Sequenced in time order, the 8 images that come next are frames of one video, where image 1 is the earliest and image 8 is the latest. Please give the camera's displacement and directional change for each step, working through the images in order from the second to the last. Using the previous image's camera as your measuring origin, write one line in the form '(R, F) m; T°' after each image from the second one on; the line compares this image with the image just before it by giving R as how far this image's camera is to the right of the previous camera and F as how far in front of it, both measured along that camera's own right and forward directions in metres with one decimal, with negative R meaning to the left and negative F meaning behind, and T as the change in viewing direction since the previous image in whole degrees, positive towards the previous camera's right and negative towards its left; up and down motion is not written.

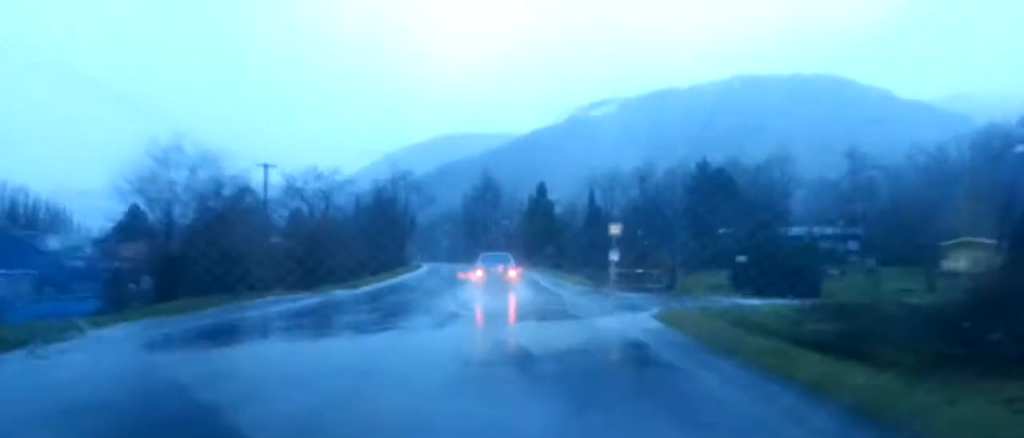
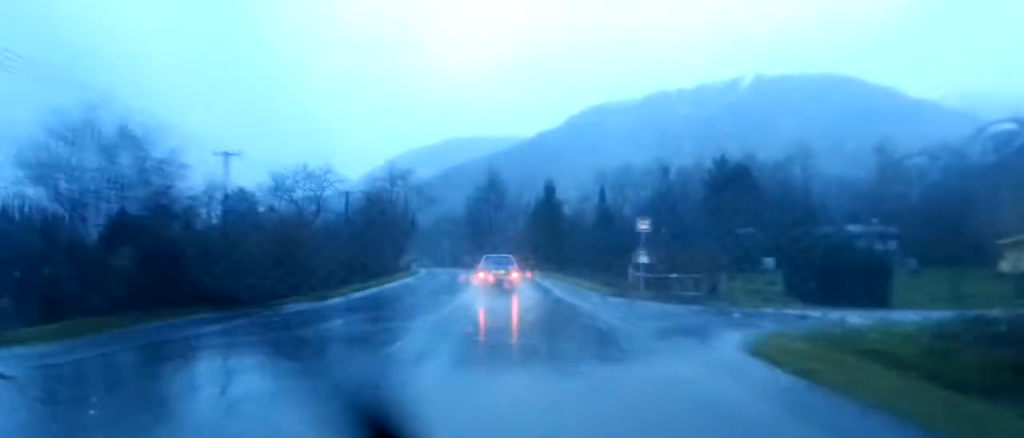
(-0.2, +6.6) m; -1°
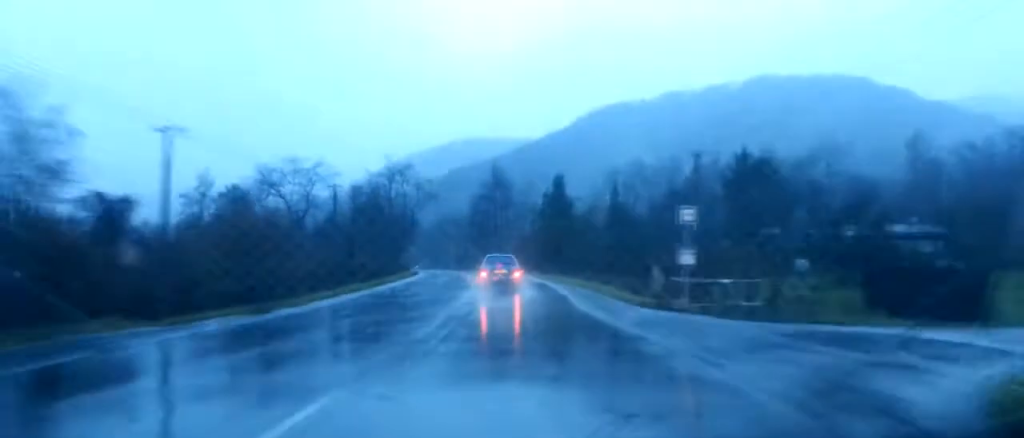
(0.0, +6.6) m; 0°
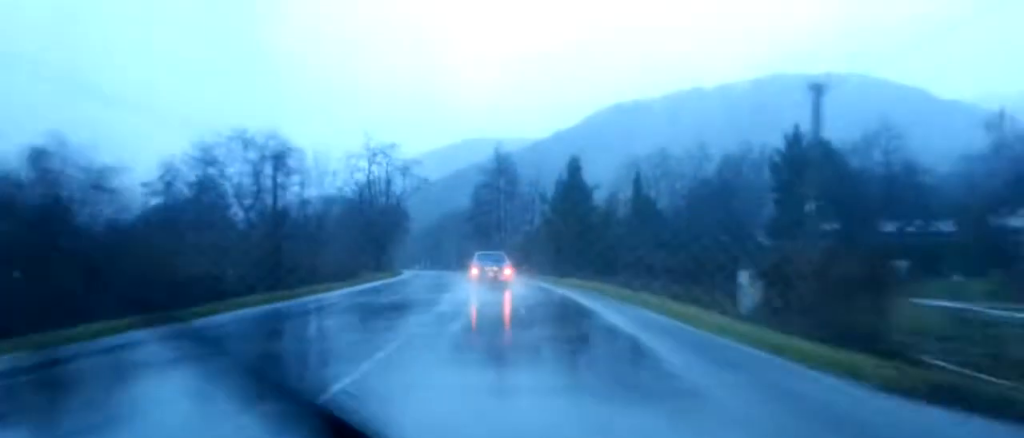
(-0.1, +15.6) m; 0°
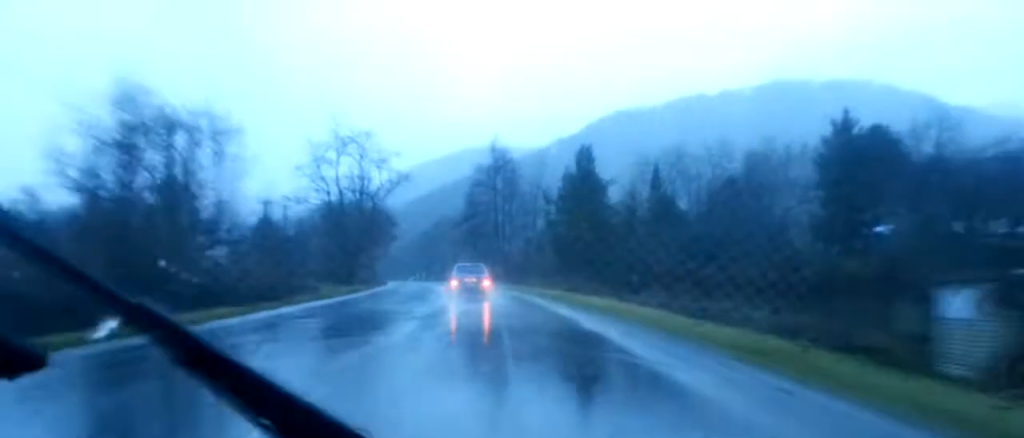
(+0.1, +13.3) m; 0°
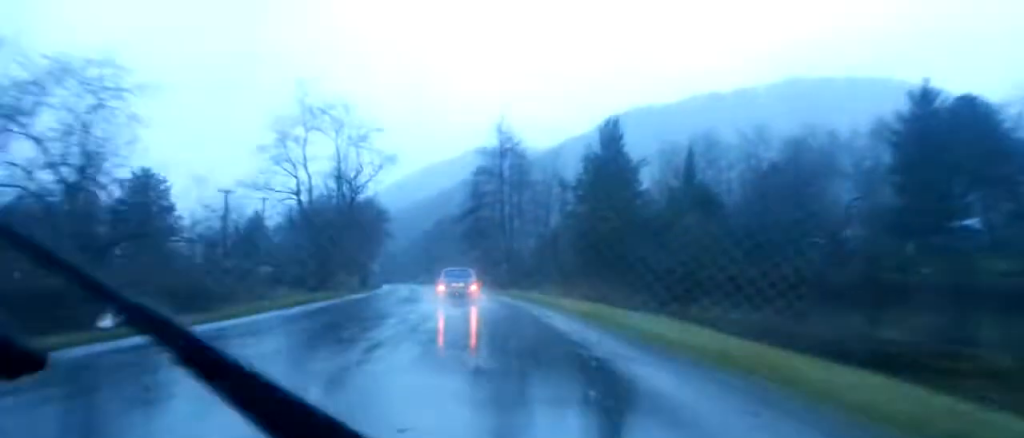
(0.0, +11.6) m; -1°
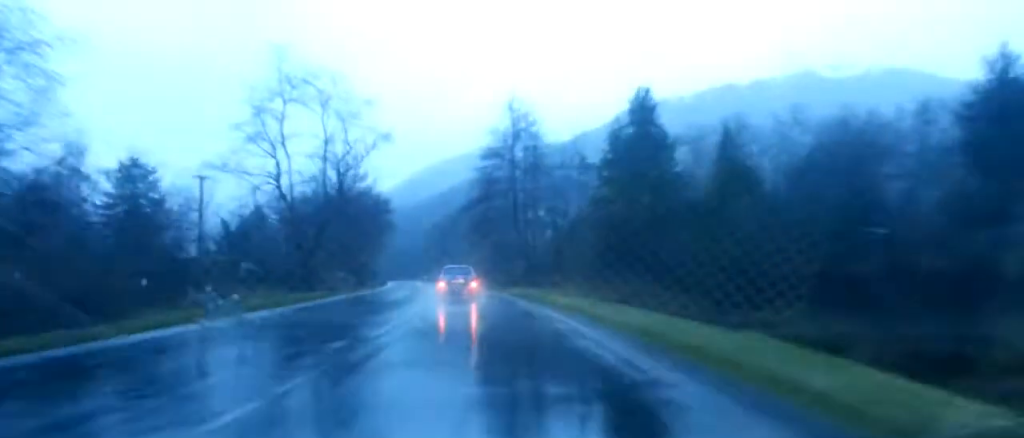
(-0.1, +7.2) m; -1°
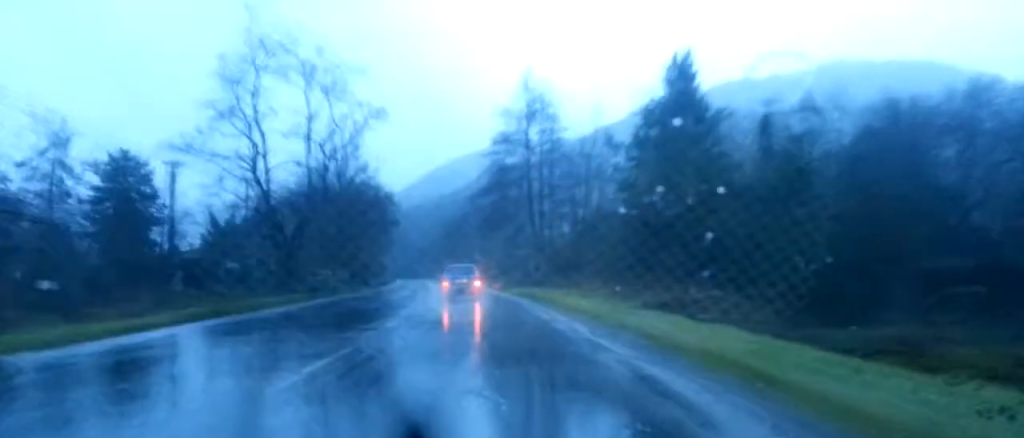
(-0.1, +6.3) m; -1°
